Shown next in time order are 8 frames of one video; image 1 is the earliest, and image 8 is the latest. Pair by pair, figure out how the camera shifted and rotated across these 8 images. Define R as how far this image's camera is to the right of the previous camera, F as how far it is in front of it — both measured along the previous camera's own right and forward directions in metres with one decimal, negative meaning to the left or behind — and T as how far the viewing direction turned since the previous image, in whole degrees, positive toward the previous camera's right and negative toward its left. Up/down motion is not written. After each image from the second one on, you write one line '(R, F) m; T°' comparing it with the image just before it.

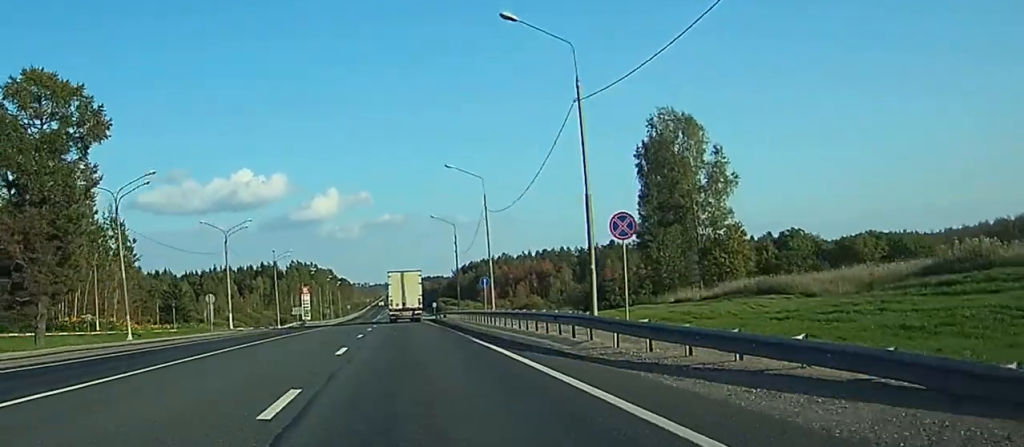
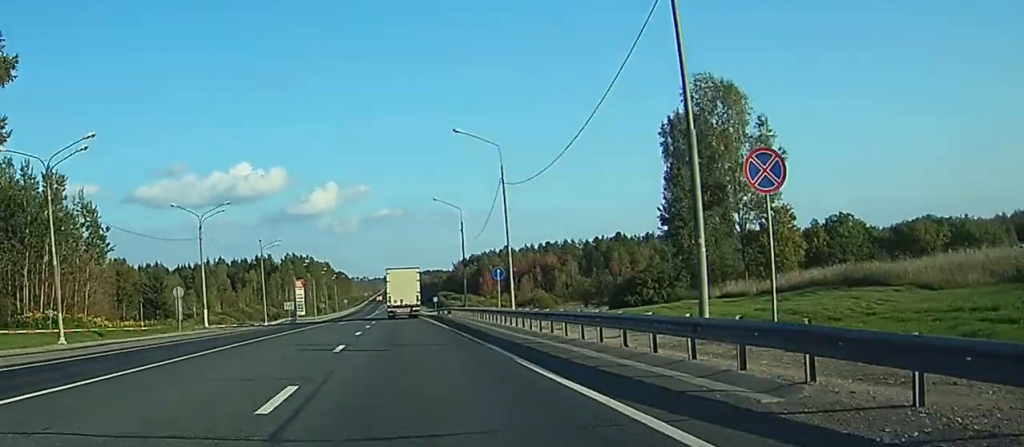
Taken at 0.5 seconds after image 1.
(0.0, +11.6) m; 0°
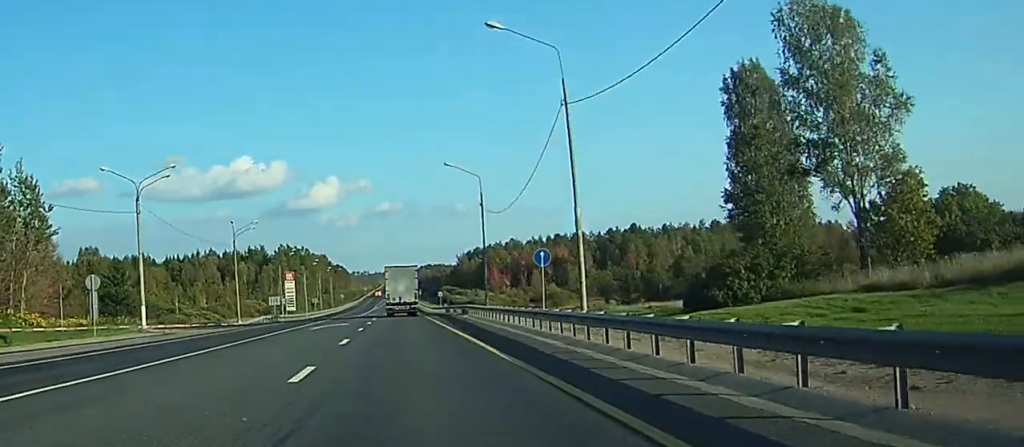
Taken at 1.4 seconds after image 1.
(0.0, +20.1) m; 0°
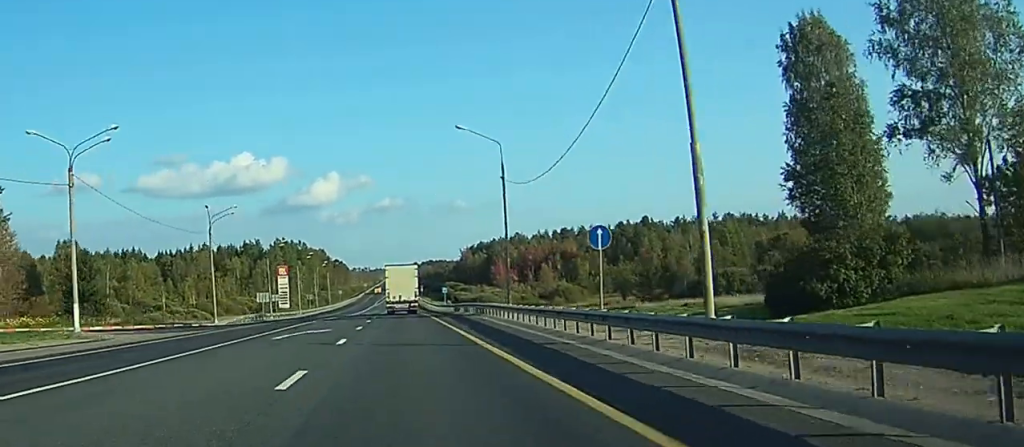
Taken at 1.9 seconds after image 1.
(+0.1, +13.2) m; 0°
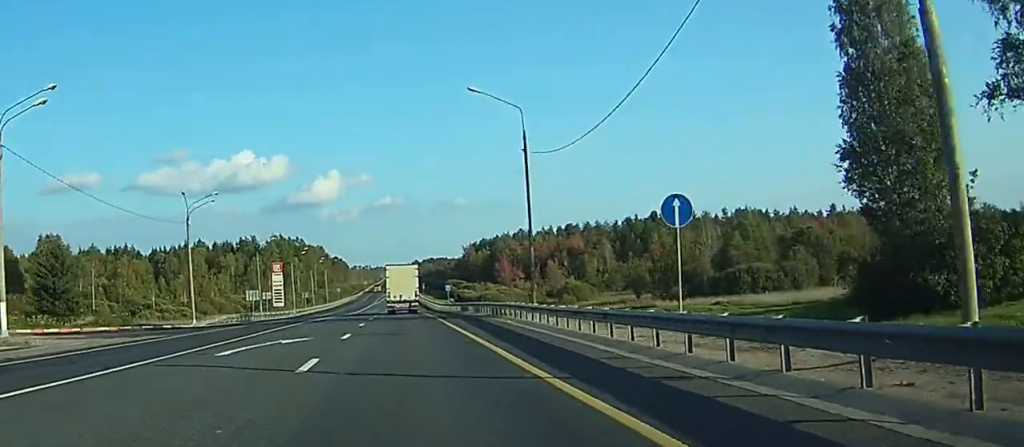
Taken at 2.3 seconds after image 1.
(-0.1, +9.4) m; 0°
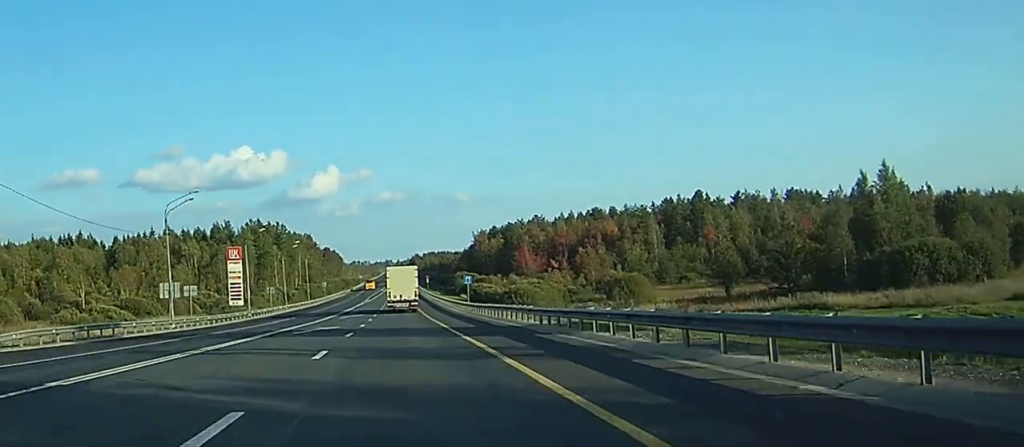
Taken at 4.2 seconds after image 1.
(-0.1, +43.9) m; 0°
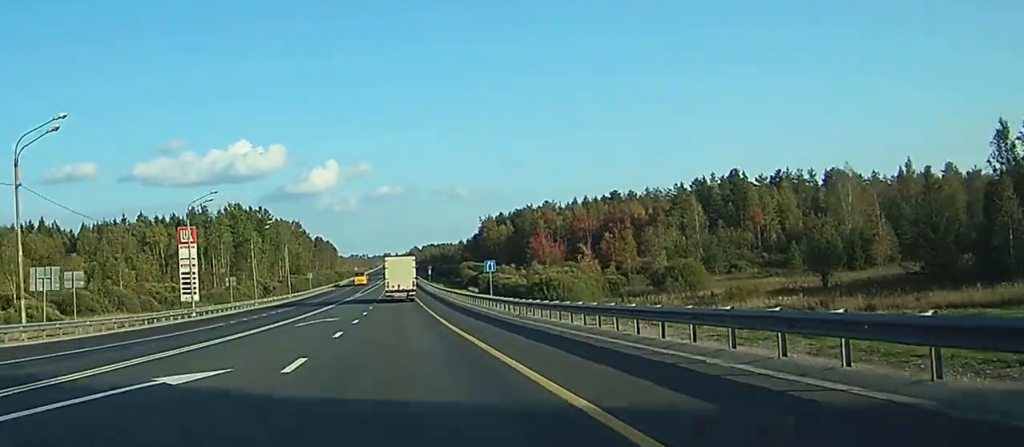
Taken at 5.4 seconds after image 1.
(0.0, +27.8) m; 0°
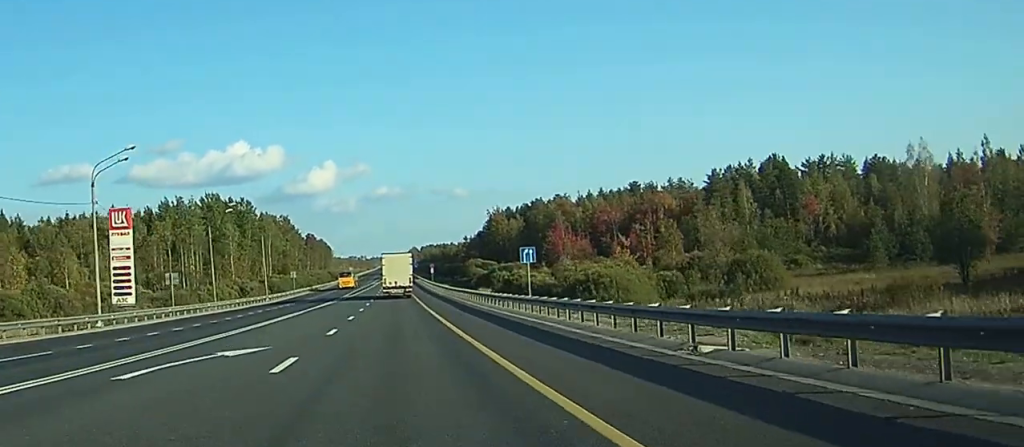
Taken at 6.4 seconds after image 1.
(0.0, +24.0) m; 0°
